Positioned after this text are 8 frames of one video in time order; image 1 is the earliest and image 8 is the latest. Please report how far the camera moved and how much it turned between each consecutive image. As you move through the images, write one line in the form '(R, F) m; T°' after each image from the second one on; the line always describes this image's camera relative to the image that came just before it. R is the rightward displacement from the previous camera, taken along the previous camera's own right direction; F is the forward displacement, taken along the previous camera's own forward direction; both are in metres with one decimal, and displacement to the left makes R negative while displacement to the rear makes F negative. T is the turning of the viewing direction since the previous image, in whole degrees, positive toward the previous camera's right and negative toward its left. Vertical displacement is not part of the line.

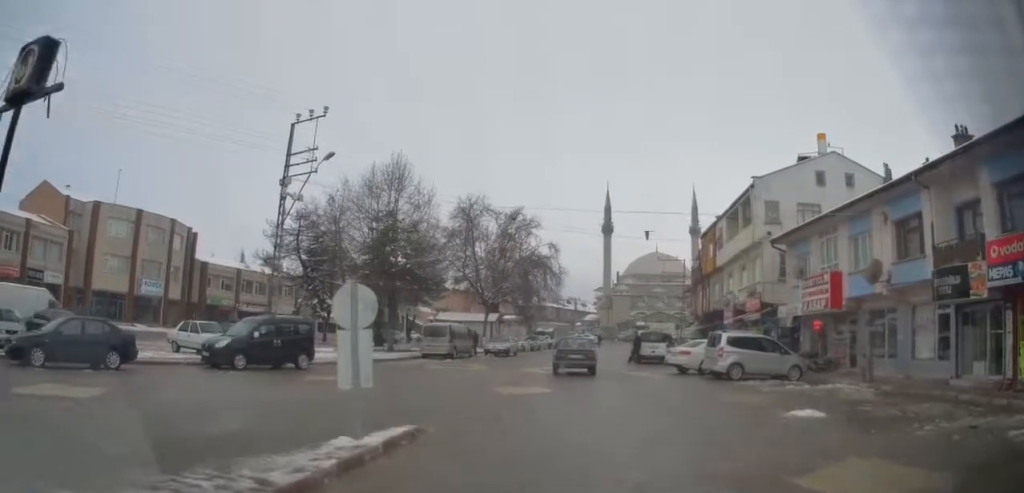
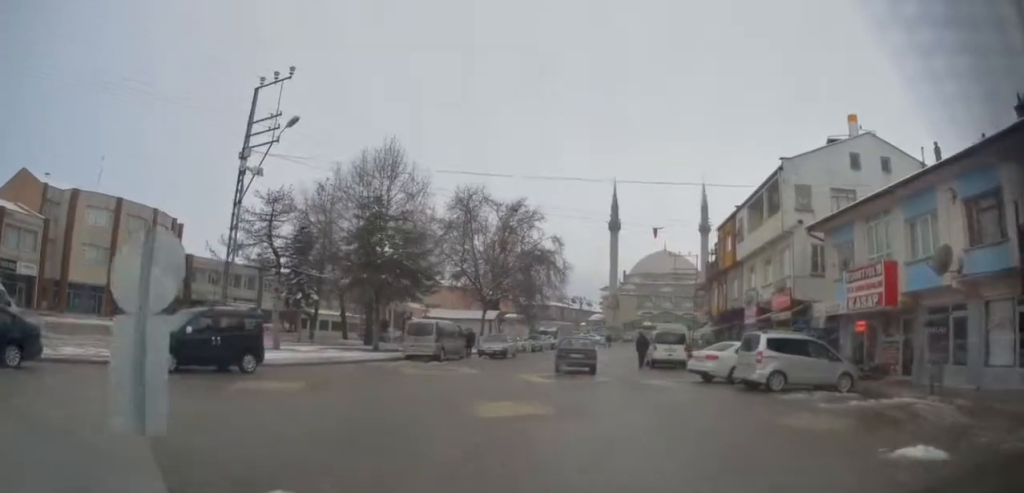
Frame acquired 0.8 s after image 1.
(-0.3, +4.2) m; 0°
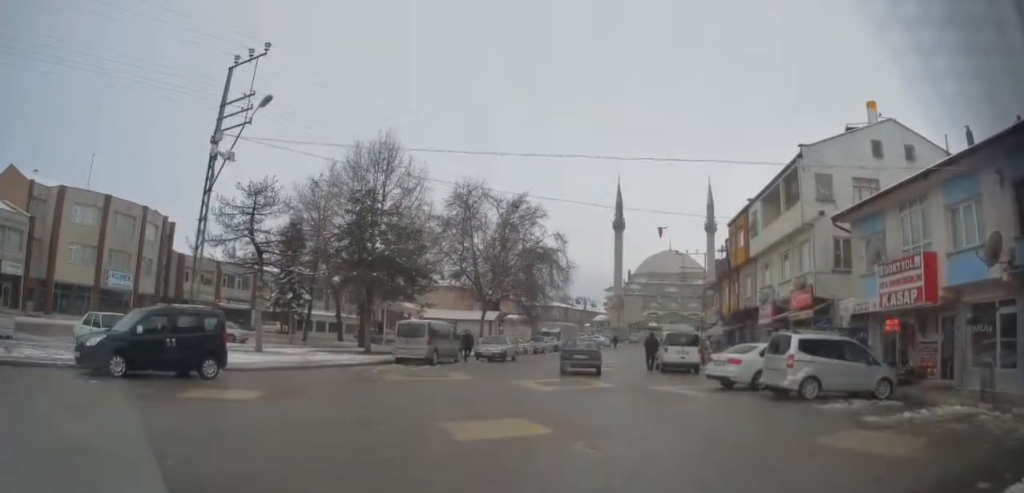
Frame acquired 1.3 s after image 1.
(+0.1, +2.5) m; +1°
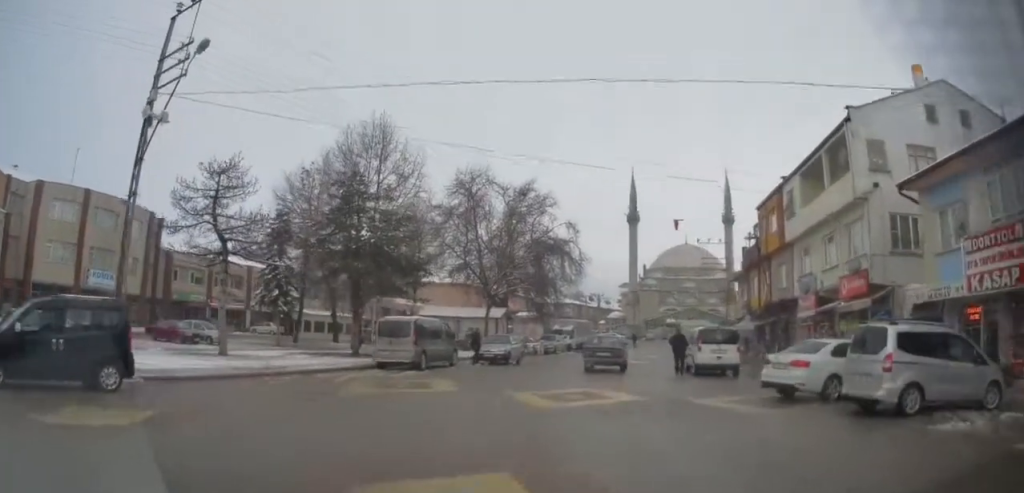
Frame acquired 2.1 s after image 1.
(+0.2, +4.4) m; +1°
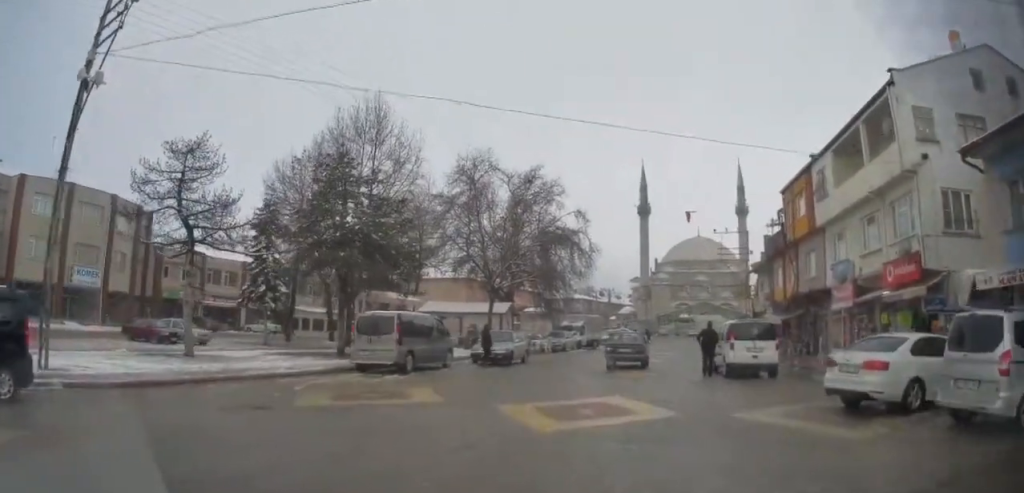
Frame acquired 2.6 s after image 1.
(-0.1, +3.2) m; -1°
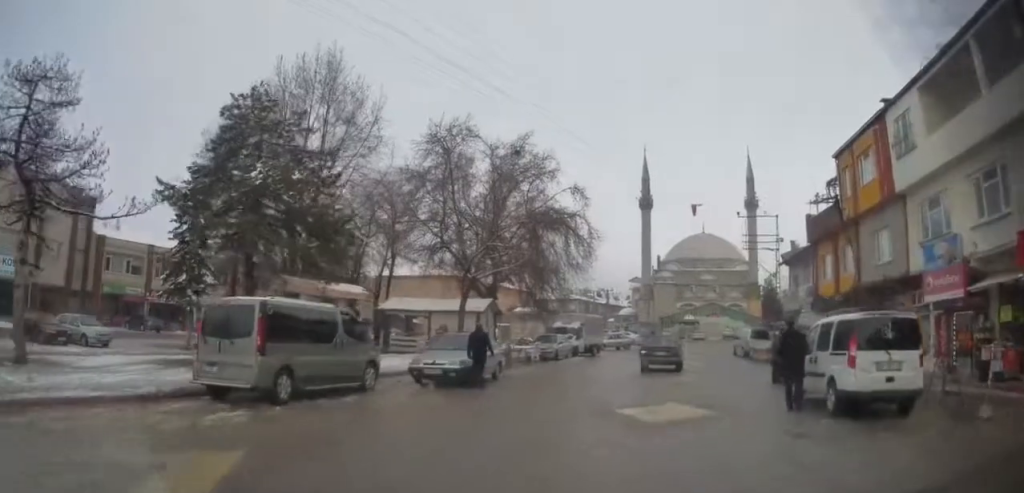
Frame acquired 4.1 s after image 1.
(+0.2, +8.3) m; +6°
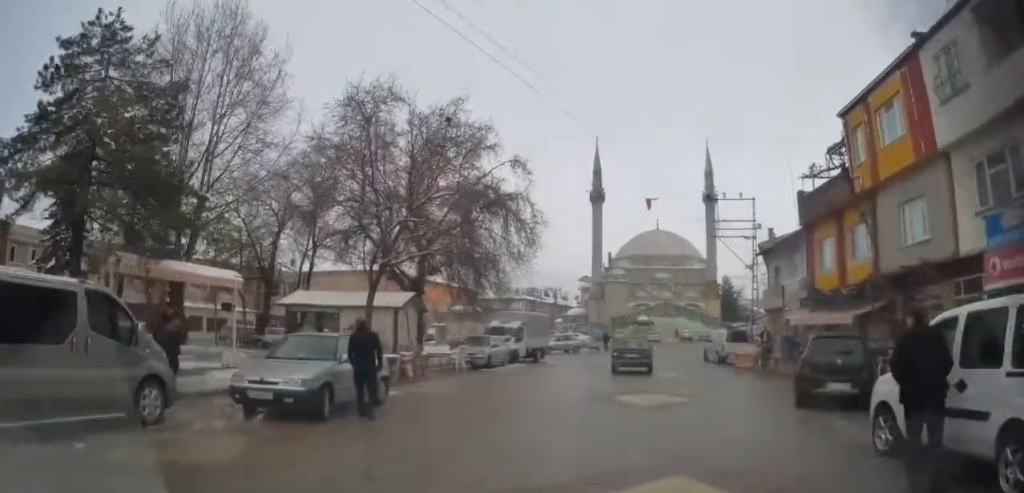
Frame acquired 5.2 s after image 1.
(+0.3, +6.9) m; +2°
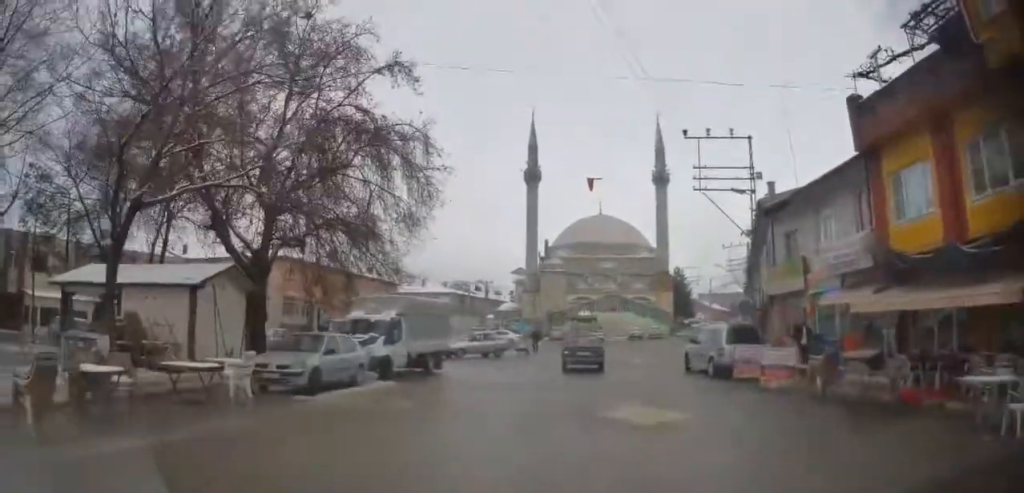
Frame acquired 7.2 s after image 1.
(+0.7, +12.0) m; +9°
